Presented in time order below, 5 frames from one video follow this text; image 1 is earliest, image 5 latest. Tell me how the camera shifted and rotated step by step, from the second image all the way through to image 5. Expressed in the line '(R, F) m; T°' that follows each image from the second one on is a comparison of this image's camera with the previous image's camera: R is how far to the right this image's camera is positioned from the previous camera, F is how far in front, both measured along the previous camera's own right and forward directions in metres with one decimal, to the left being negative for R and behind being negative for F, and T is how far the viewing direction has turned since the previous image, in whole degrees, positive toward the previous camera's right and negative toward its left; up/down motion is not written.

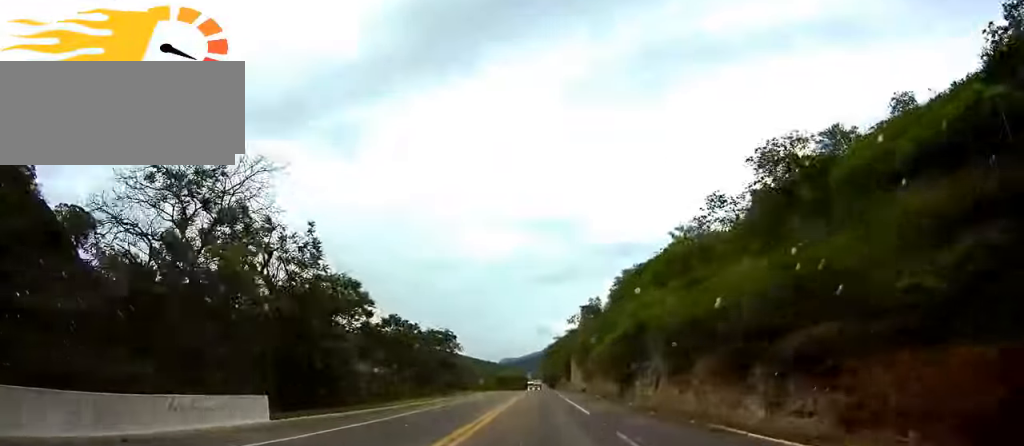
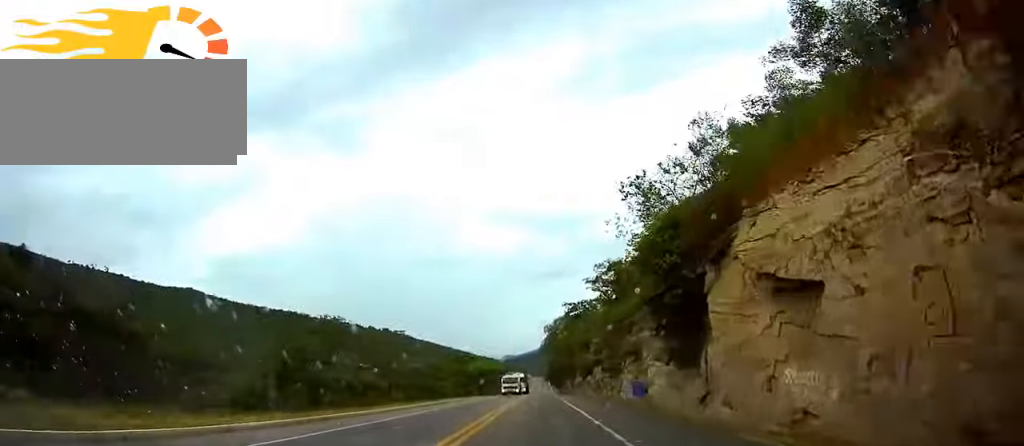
(-0.3, +93.2) m; 0°
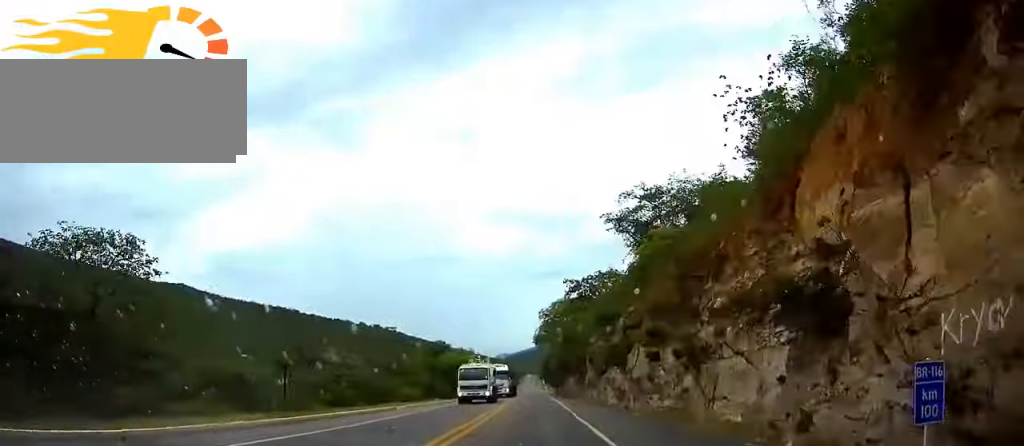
(+0.1, +29.2) m; 0°
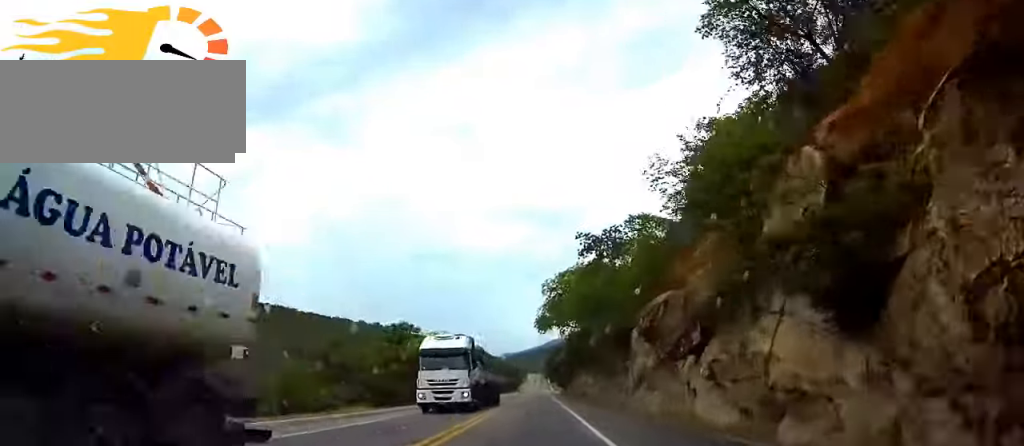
(0.0, +30.4) m; 0°
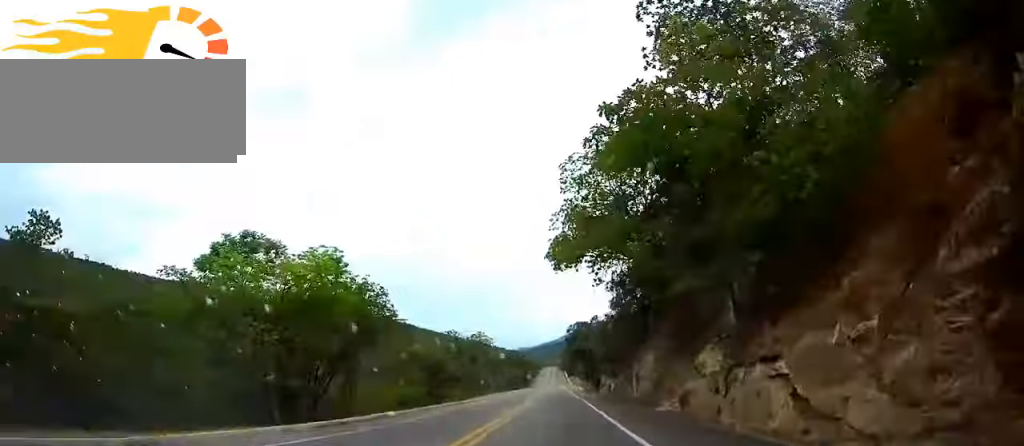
(-0.4, +45.9) m; -1°
